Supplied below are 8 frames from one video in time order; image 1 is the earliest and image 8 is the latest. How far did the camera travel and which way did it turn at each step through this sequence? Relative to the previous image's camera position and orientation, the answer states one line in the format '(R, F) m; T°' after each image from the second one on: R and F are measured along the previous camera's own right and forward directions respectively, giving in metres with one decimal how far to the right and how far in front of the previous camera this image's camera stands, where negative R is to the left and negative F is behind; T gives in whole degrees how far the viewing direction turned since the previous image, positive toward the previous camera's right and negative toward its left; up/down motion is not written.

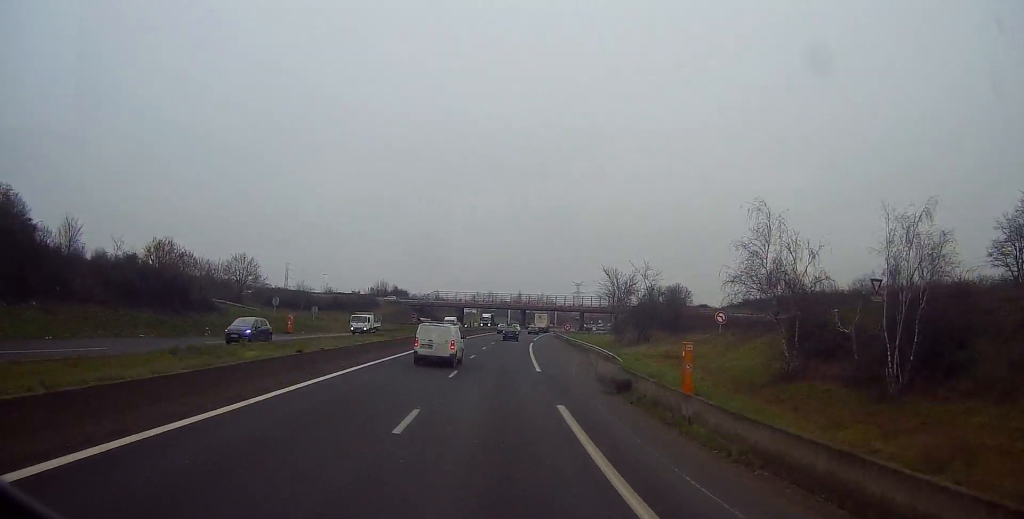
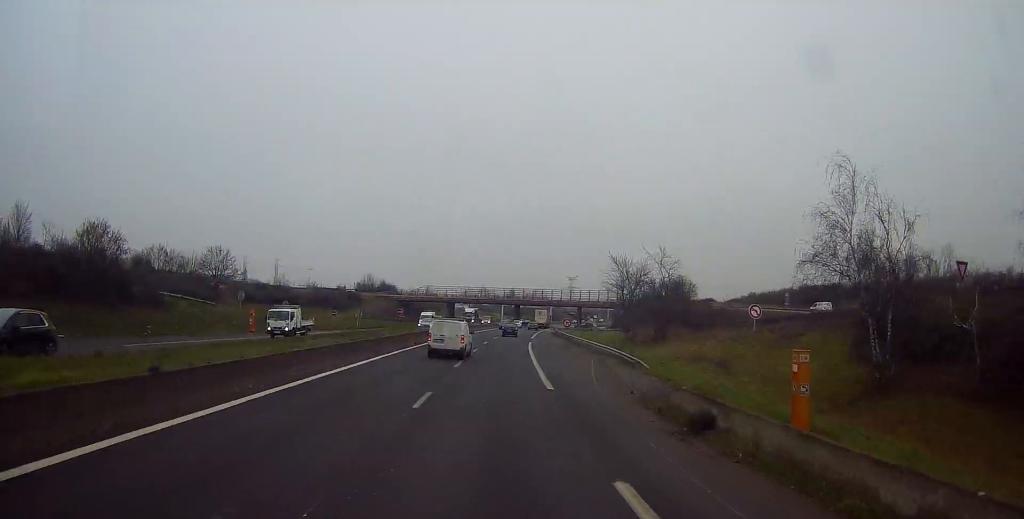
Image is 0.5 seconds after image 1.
(-0.2, +9.4) m; 0°
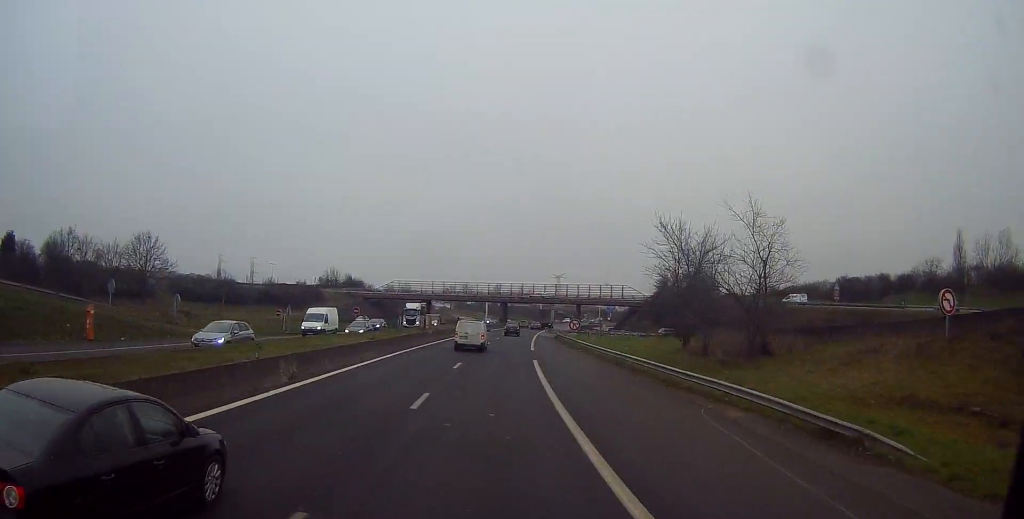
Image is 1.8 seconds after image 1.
(+0.5, +24.5) m; +1°
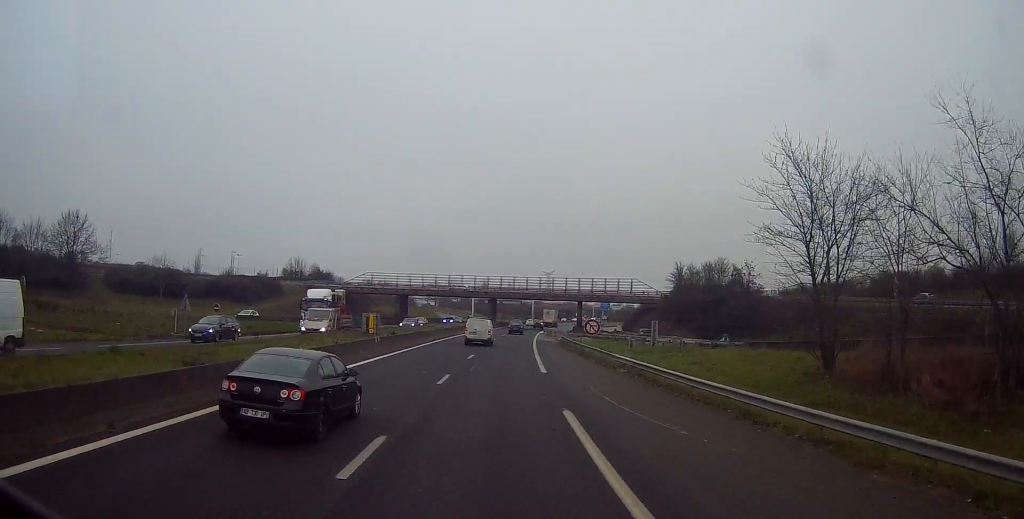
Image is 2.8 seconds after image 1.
(-0.4, +19.9) m; +1°
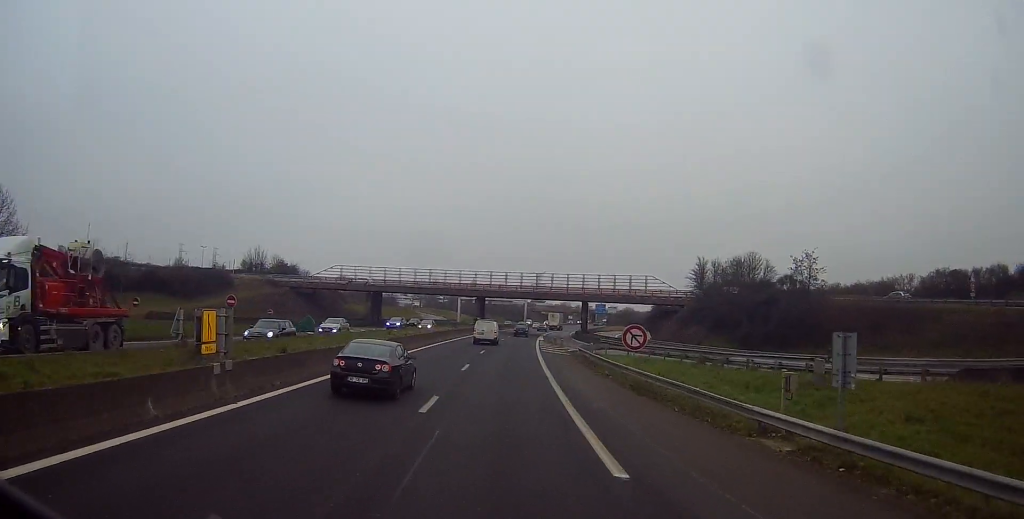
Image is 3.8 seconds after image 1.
(+0.7, +18.4) m; +1°
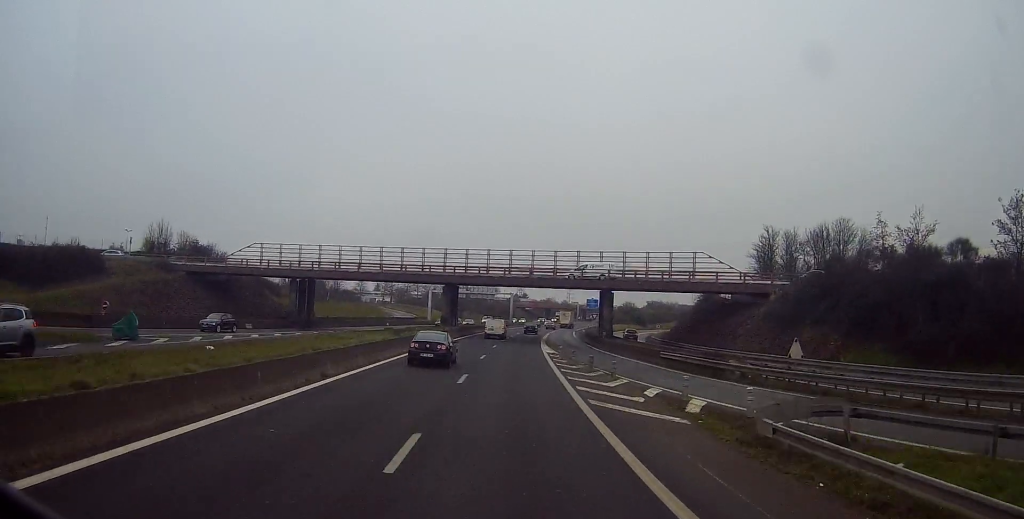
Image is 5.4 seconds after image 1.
(0.0, +31.2) m; +1°
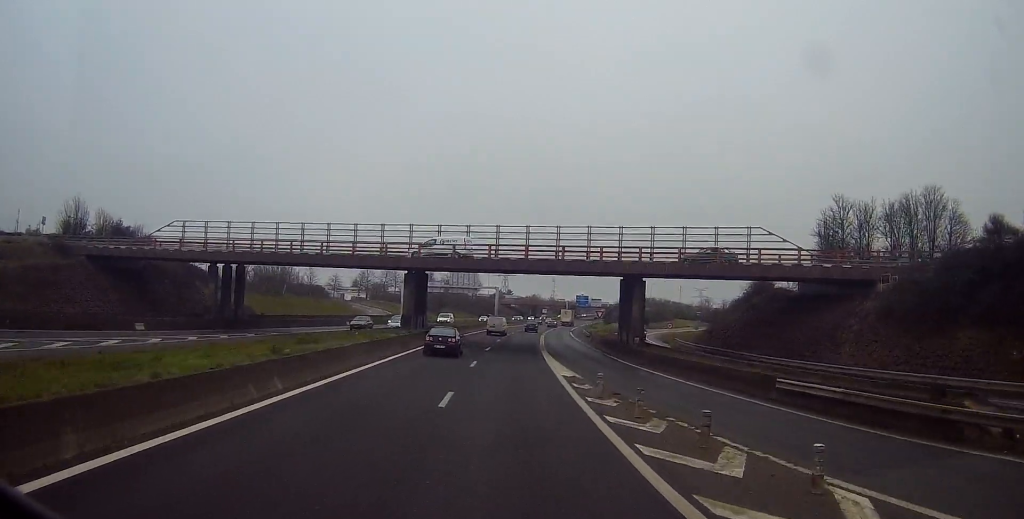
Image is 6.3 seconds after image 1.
(+0.3, +18.2) m; +2°
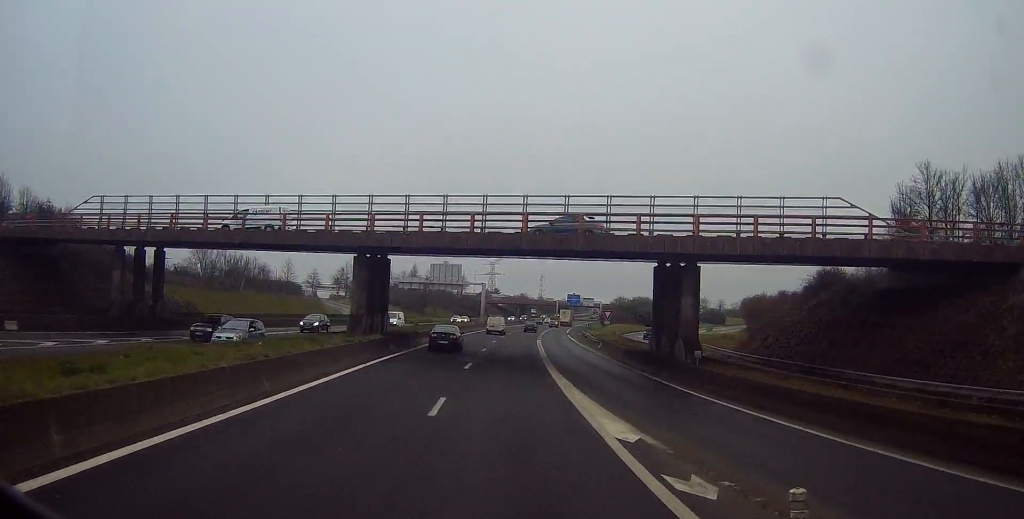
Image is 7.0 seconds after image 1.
(+0.1, +13.7) m; +1°
